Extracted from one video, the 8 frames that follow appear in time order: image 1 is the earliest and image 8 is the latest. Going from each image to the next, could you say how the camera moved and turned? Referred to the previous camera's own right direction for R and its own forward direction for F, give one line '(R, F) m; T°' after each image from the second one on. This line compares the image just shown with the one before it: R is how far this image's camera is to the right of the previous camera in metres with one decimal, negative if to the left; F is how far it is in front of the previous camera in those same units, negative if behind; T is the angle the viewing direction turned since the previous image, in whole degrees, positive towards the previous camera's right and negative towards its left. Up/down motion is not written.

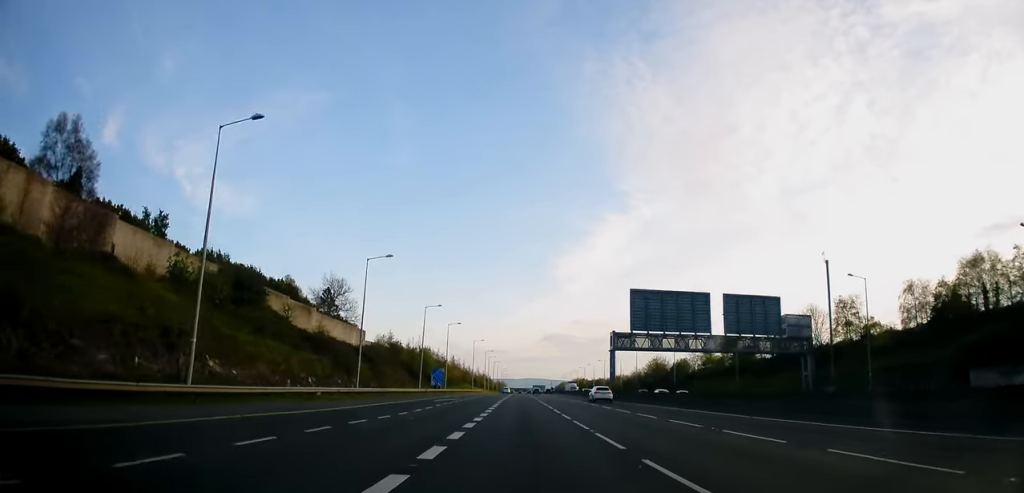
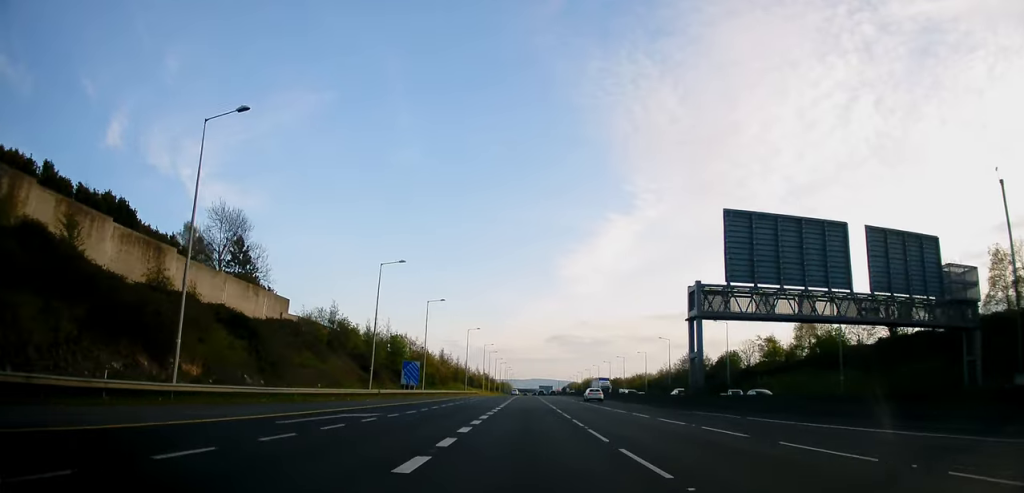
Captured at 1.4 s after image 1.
(+0.1, +34.6) m; 0°
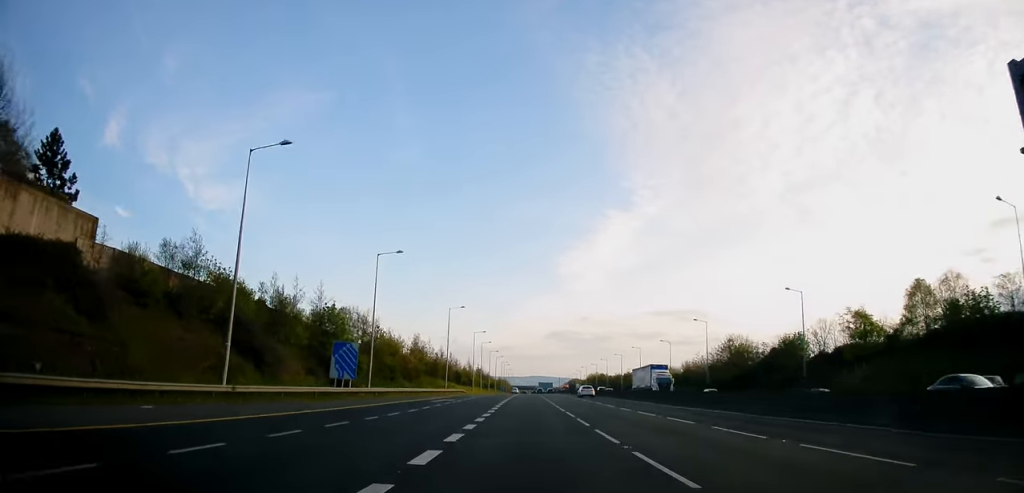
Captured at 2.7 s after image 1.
(+0.1, +32.0) m; +1°
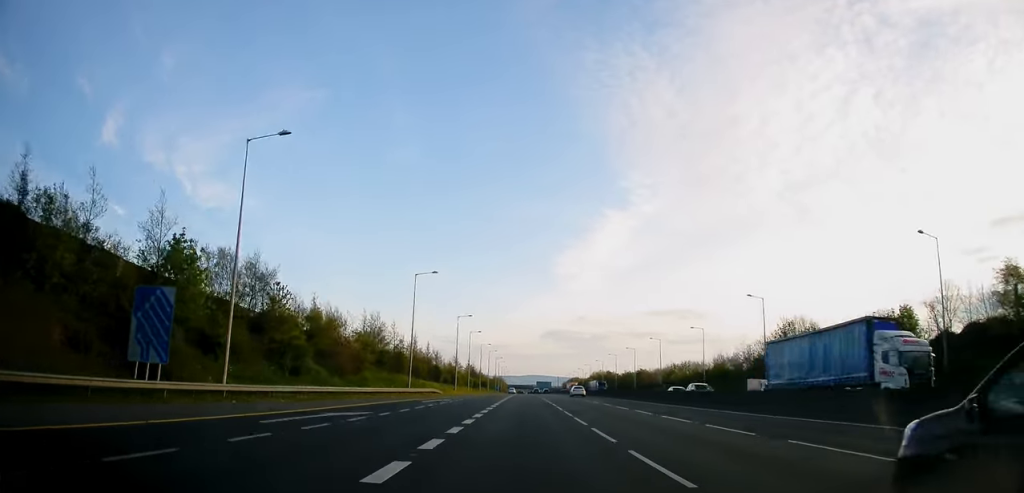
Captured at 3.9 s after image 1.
(+0.1, +29.9) m; 0°
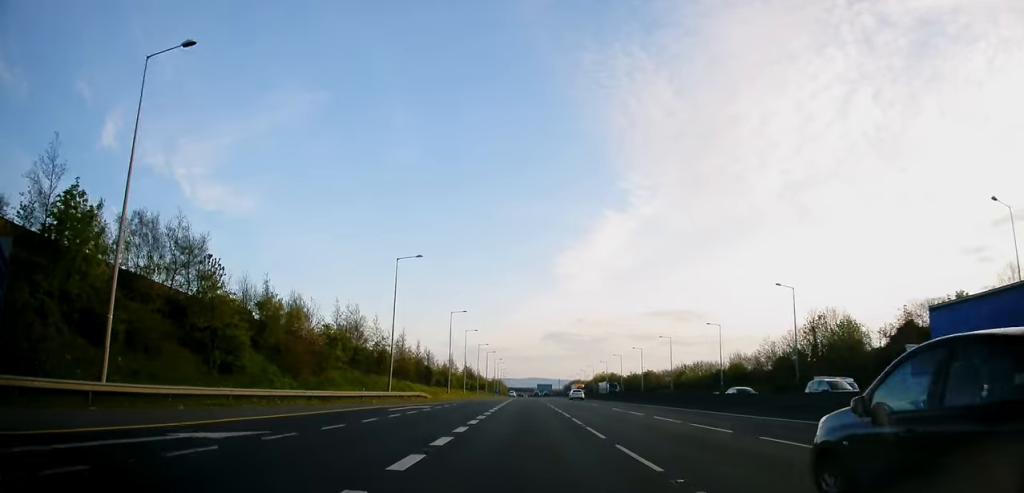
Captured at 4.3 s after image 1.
(-0.1, +10.5) m; 0°
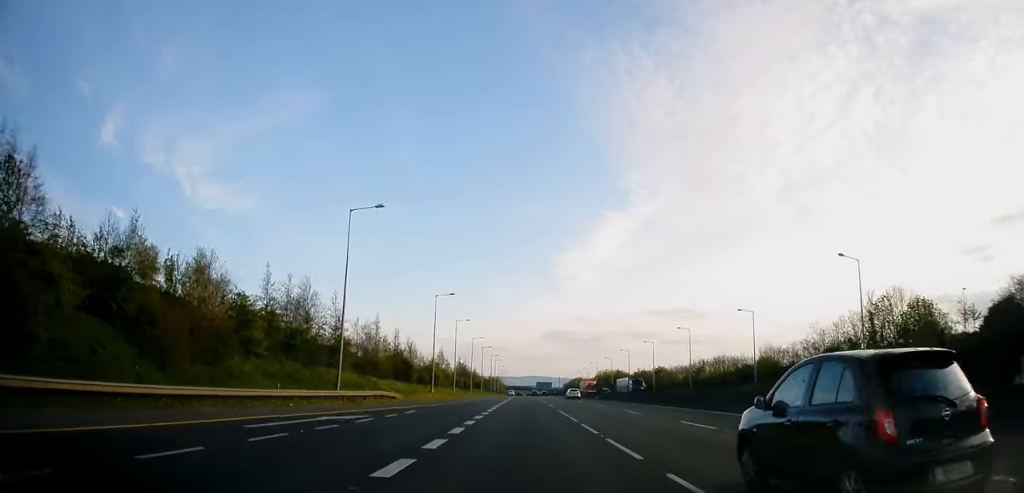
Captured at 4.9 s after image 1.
(0.0, +17.0) m; 0°
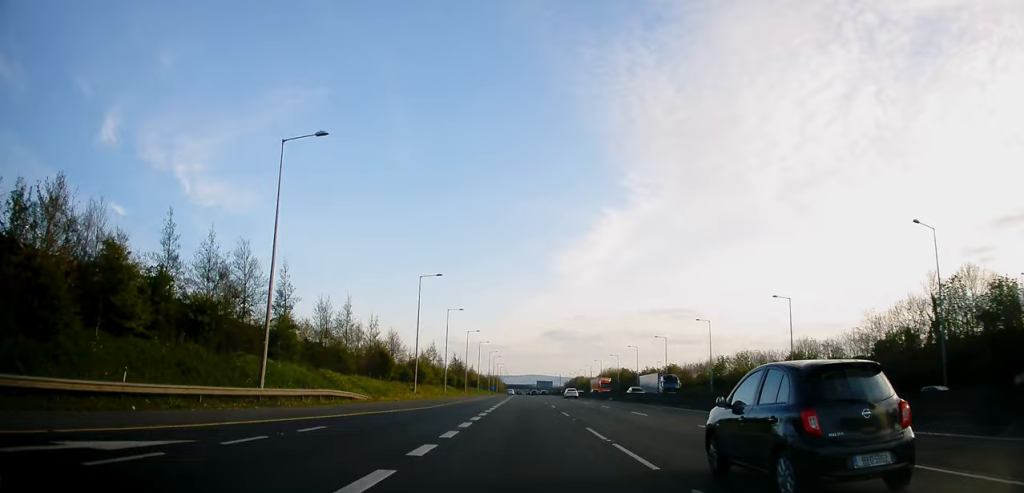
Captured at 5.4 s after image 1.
(+0.1, +12.9) m; 0°
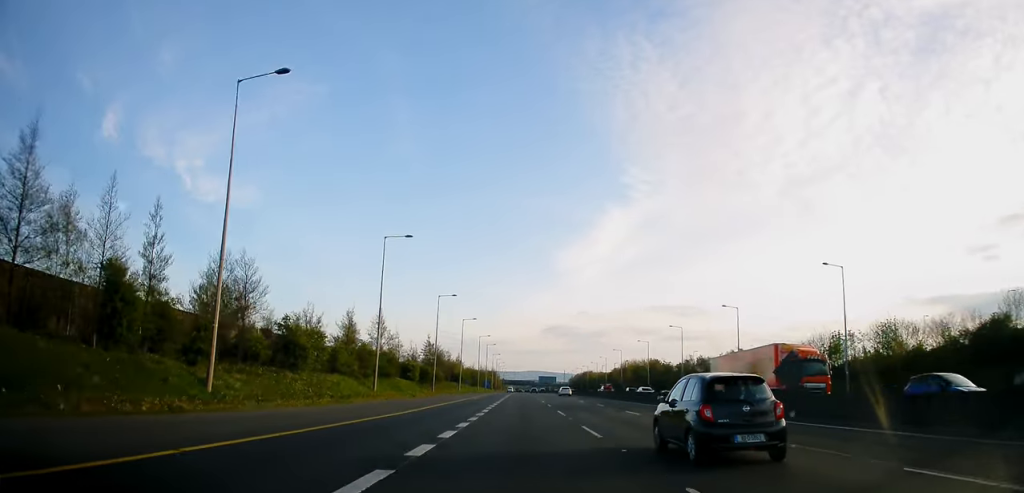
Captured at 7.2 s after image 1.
(0.0, +48.3) m; -1°
